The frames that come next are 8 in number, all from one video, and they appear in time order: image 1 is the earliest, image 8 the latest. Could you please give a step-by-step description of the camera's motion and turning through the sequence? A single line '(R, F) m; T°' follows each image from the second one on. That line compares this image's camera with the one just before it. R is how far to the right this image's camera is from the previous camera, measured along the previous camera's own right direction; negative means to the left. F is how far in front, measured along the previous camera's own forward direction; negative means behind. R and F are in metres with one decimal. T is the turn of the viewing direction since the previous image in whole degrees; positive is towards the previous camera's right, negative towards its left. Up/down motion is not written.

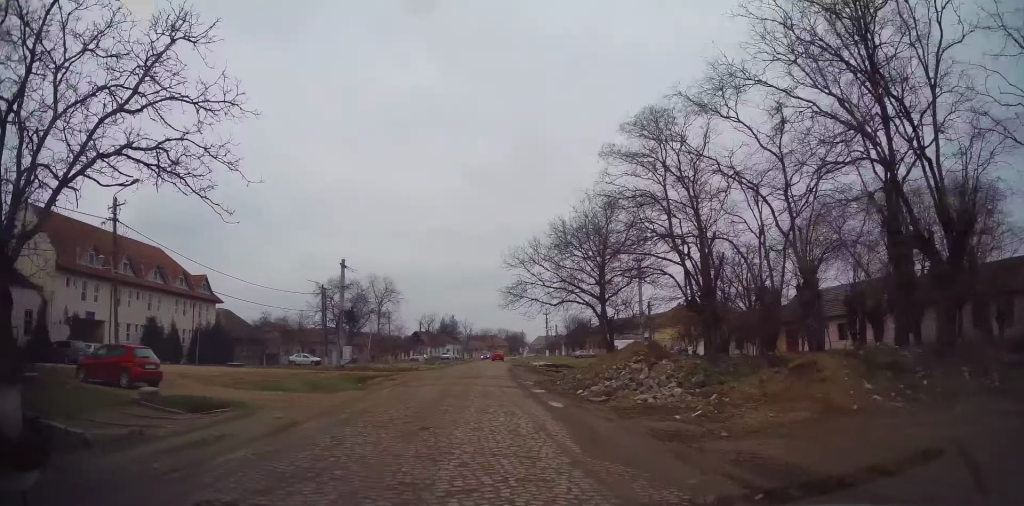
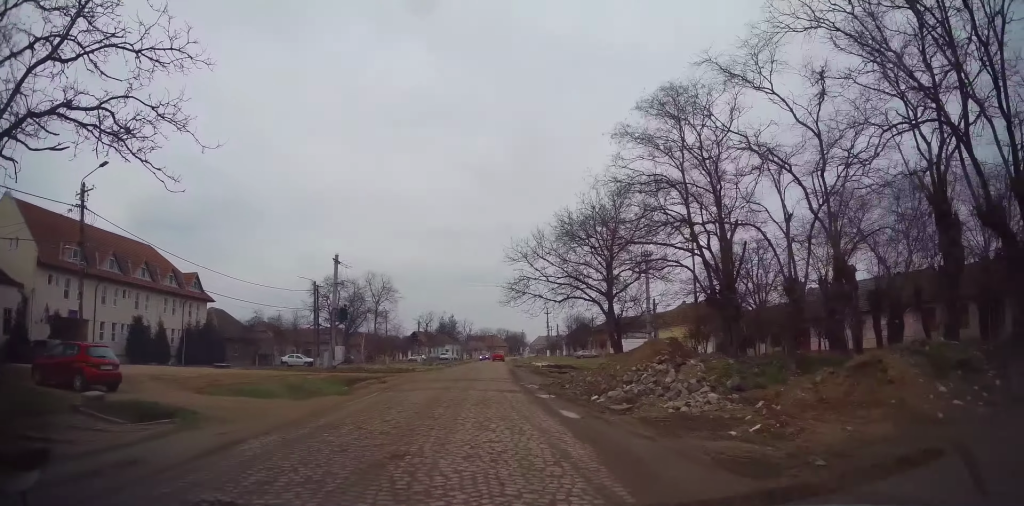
(+0.2, +2.5) m; 0°
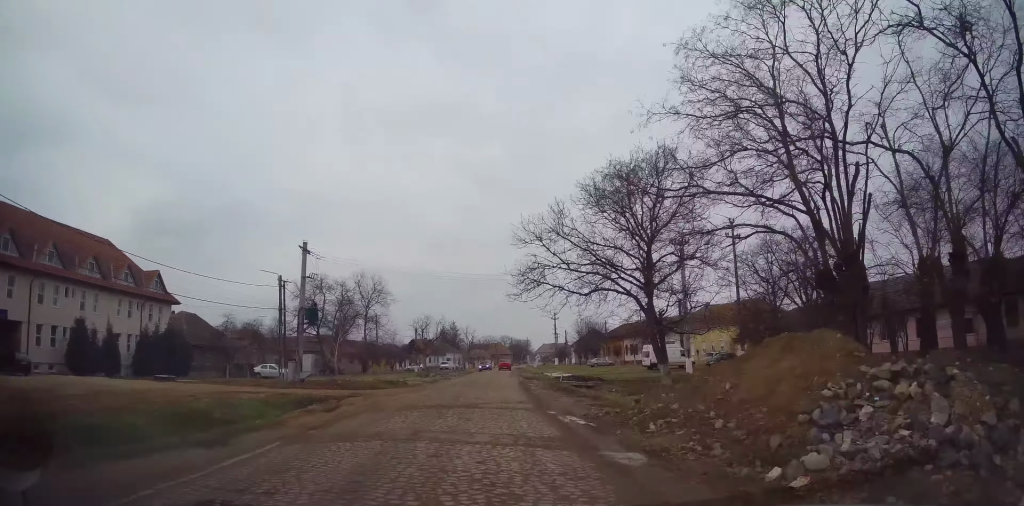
(-0.6, +9.1) m; -2°
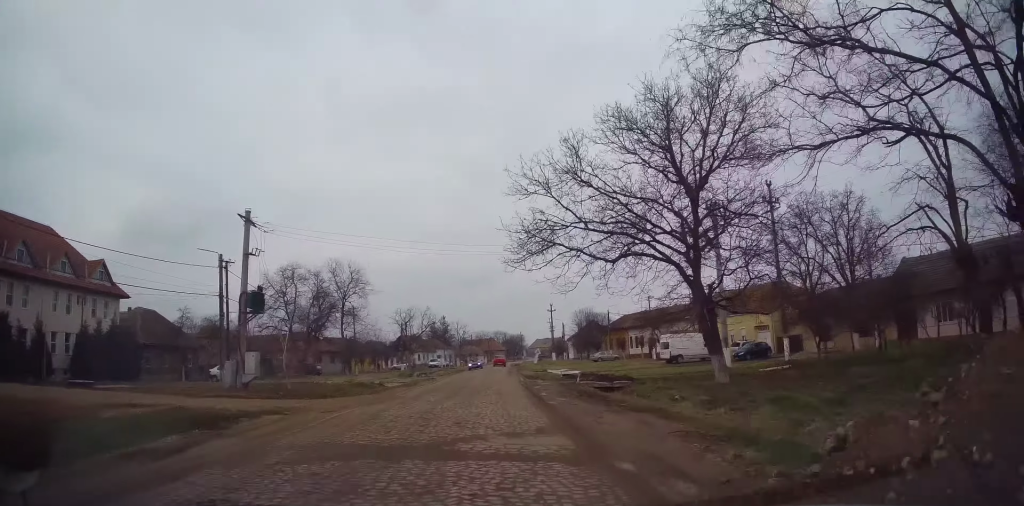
(+0.2, +8.5) m; 0°
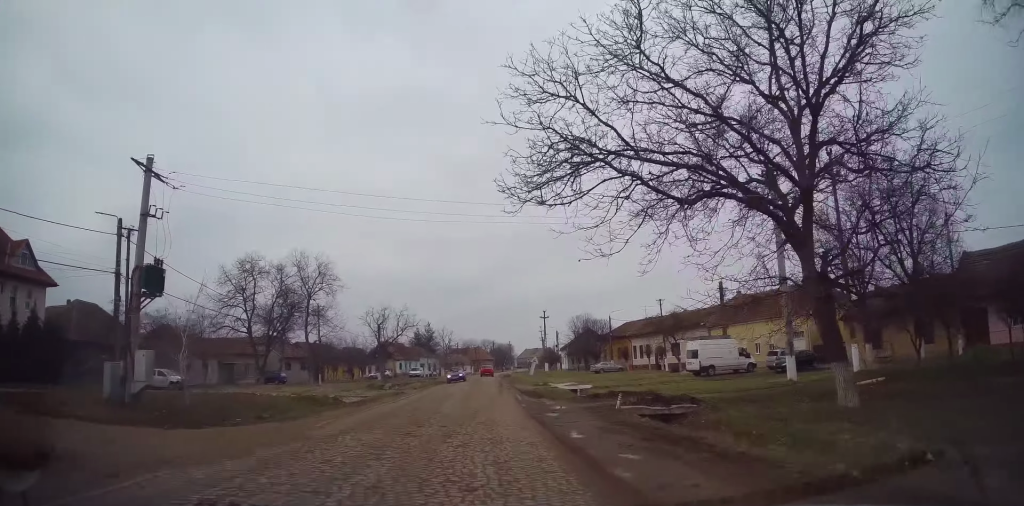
(-0.3, +9.2) m; +4°
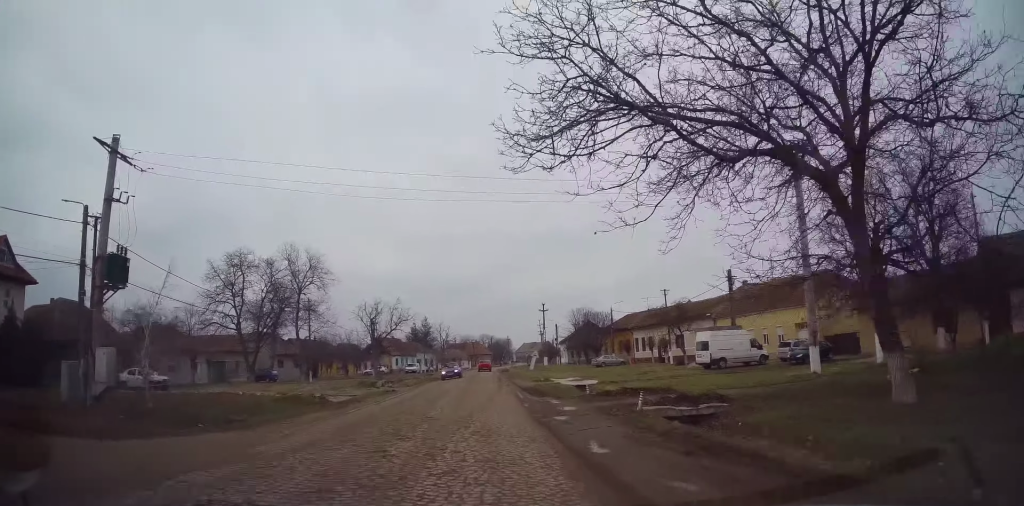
(+0.2, +2.3) m; -1°
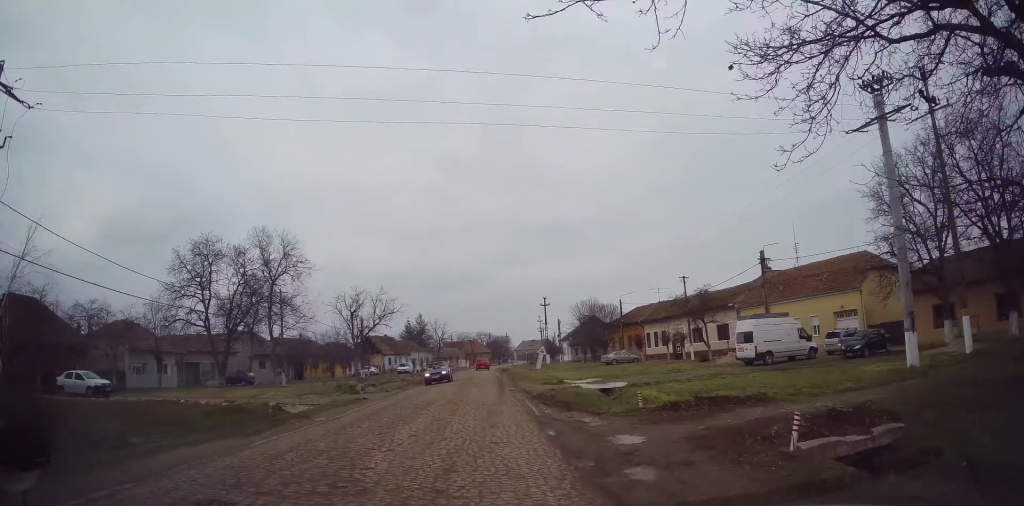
(-0.3, +6.7) m; -1°
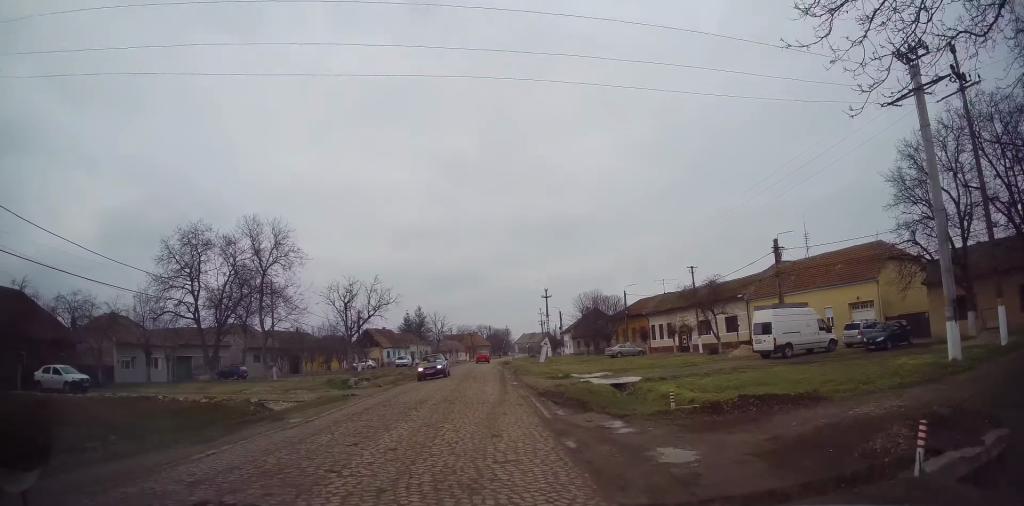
(+0.1, +2.2) m; 0°
